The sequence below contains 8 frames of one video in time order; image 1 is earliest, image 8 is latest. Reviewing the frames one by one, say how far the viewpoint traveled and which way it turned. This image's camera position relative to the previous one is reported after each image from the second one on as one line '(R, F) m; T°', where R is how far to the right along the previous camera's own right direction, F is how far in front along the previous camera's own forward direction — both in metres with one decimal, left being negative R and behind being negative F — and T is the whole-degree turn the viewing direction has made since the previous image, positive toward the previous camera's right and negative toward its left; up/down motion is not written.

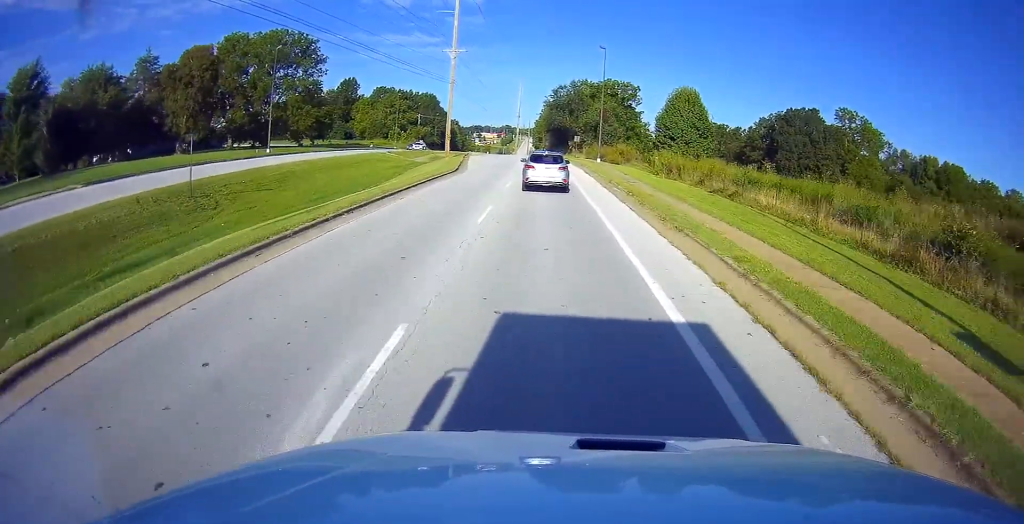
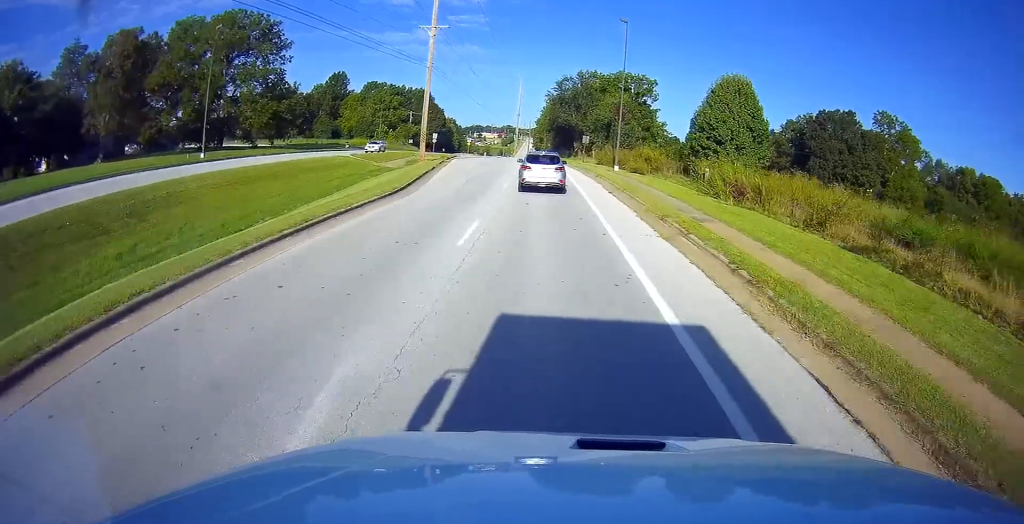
(0.0, +14.6) m; 0°
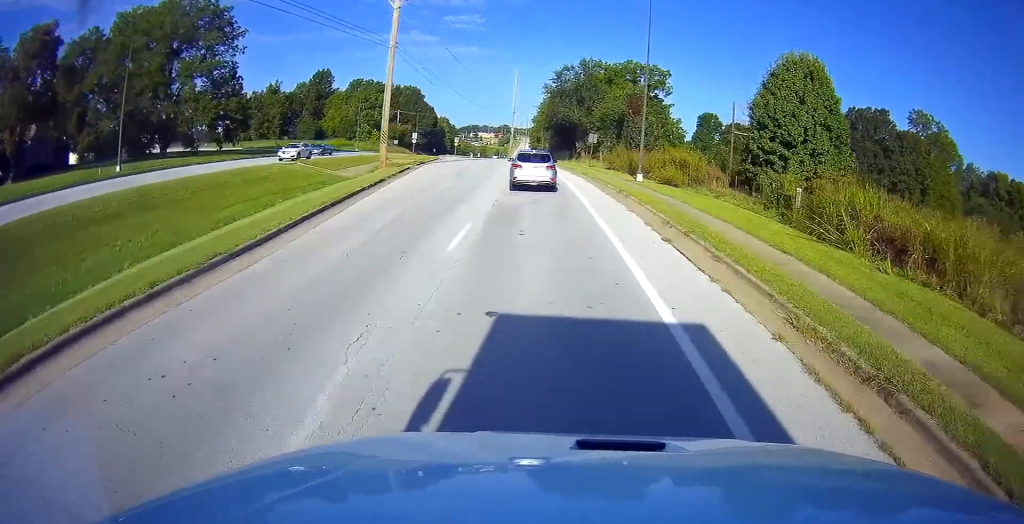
(+0.1, +12.6) m; 0°
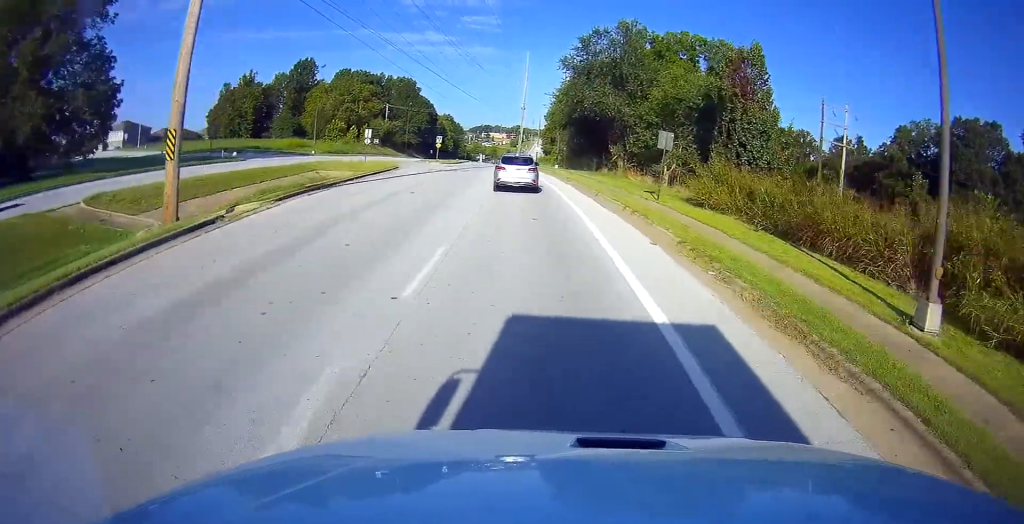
(-0.3, +26.2) m; -1°
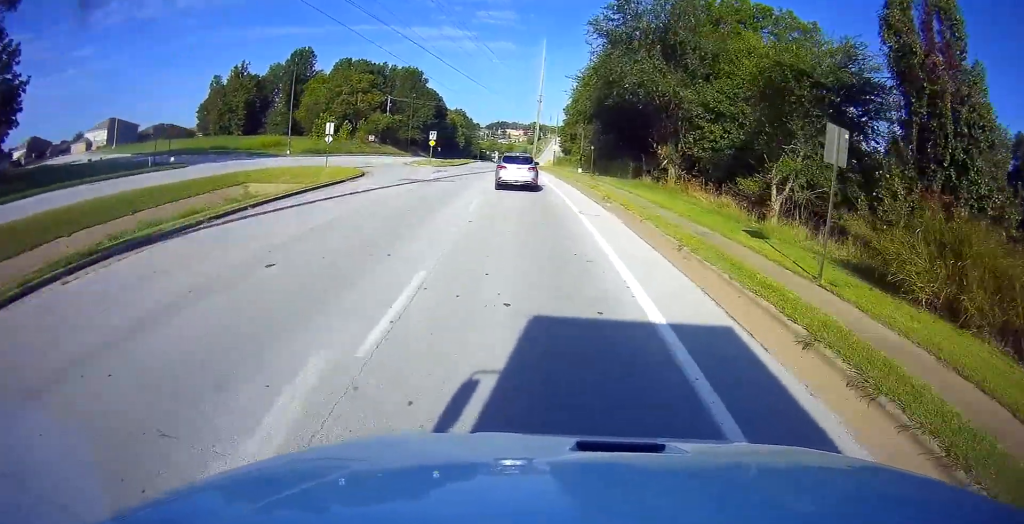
(-0.1, +13.6) m; -1°
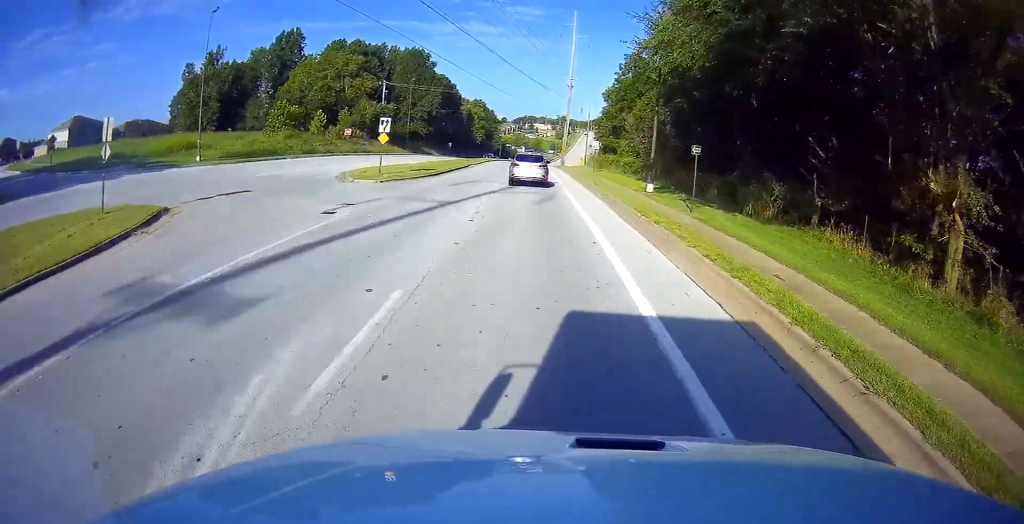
(-0.4, +24.1) m; -2°
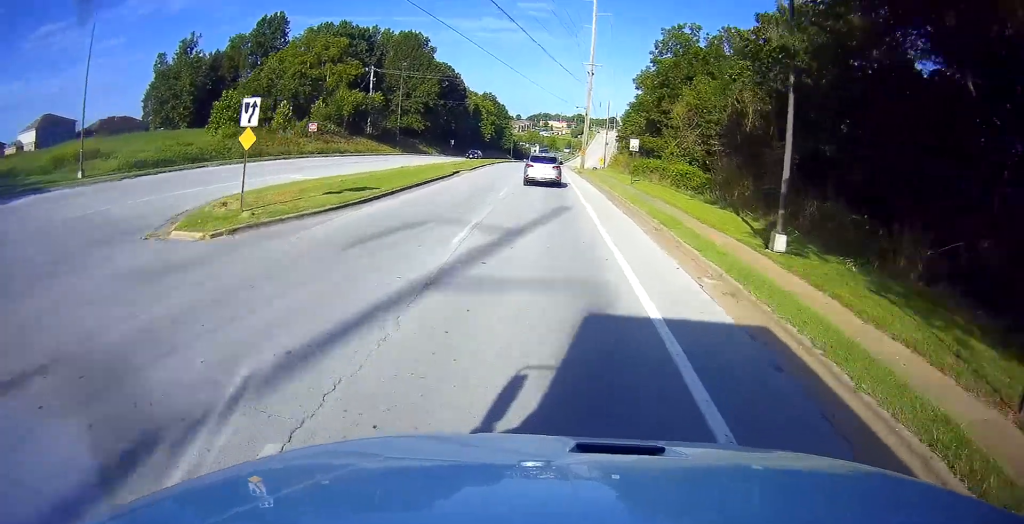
(-0.3, +15.7) m; -2°
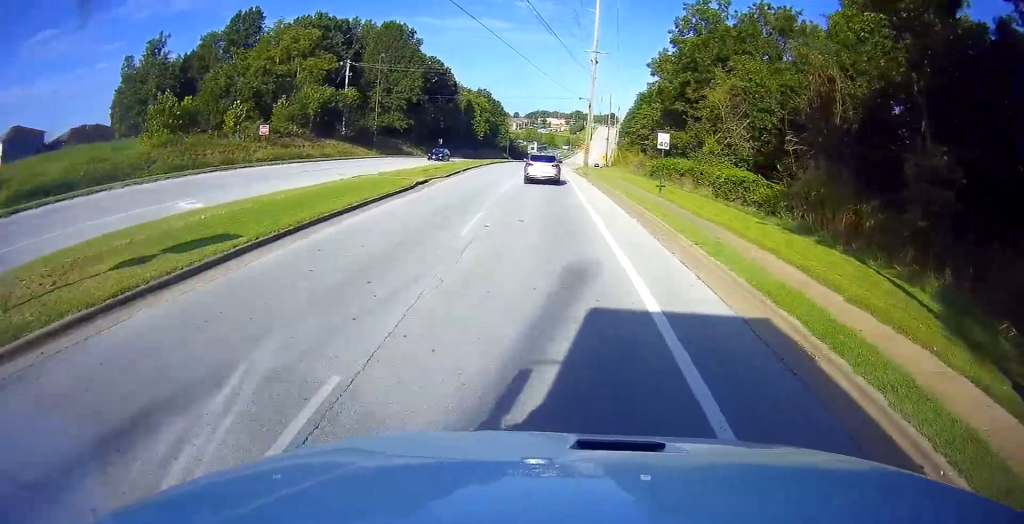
(-0.1, +10.4) m; -1°
